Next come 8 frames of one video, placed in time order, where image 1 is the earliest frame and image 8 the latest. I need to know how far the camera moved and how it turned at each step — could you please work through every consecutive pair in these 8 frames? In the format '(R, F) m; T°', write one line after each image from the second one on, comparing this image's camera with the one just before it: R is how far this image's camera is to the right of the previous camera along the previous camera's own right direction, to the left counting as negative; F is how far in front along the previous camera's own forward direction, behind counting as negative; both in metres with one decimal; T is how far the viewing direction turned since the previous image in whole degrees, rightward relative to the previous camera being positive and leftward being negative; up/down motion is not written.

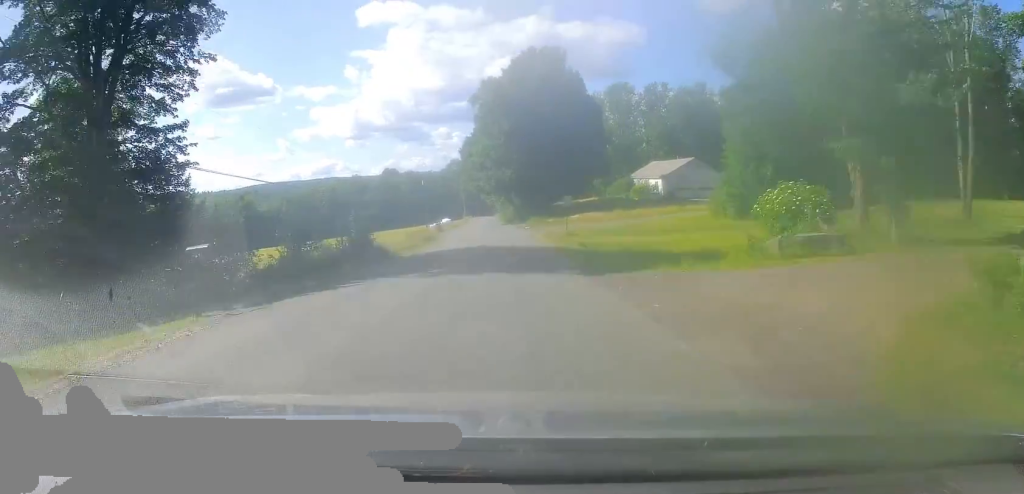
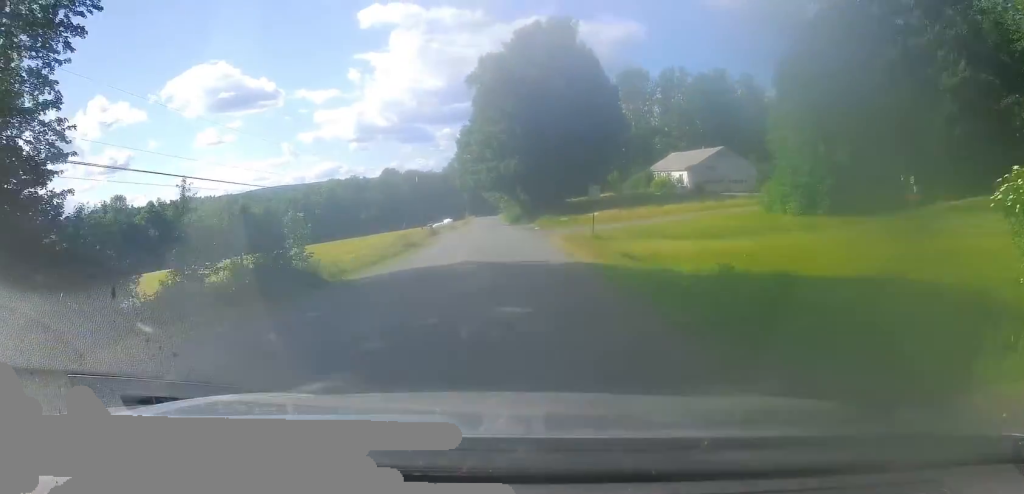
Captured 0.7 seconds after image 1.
(+0.2, +12.0) m; -1°
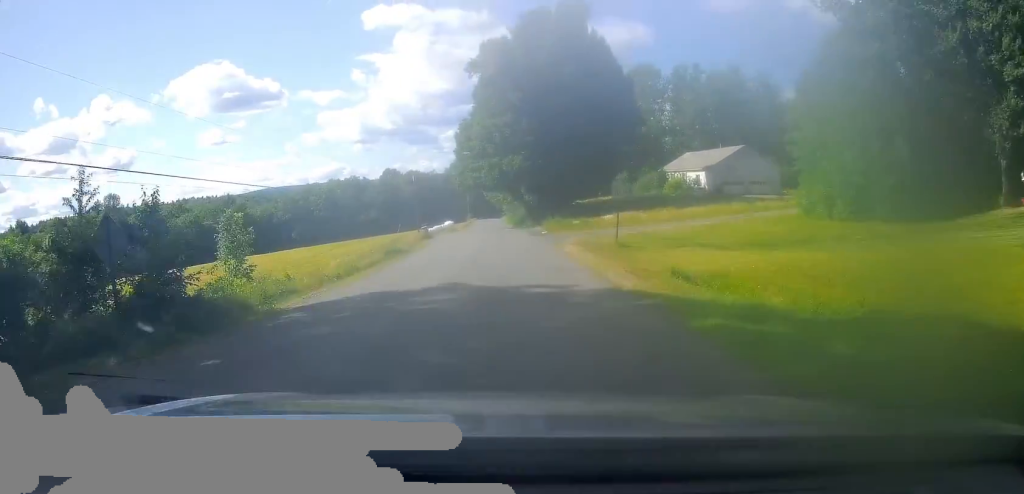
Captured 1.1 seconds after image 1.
(-0.1, +7.0) m; 0°
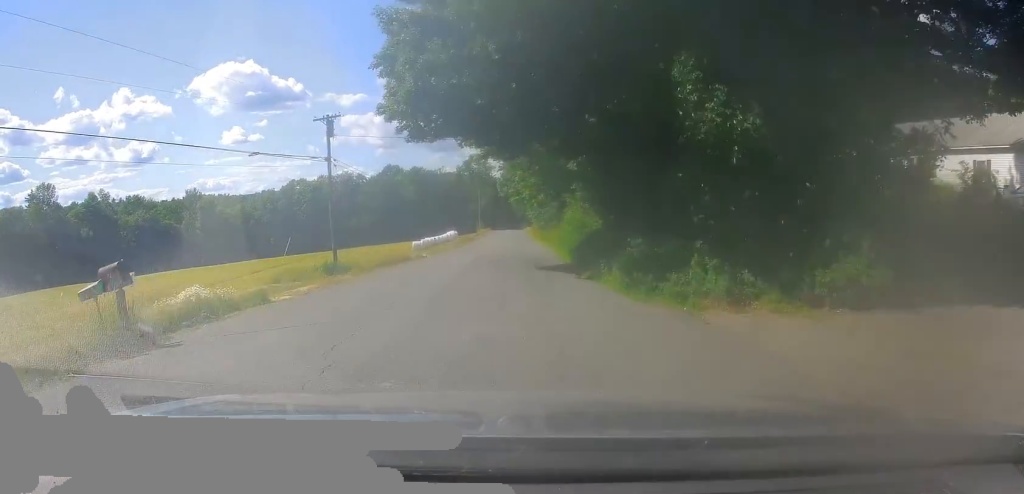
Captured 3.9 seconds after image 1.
(-0.9, +49.1) m; -2°
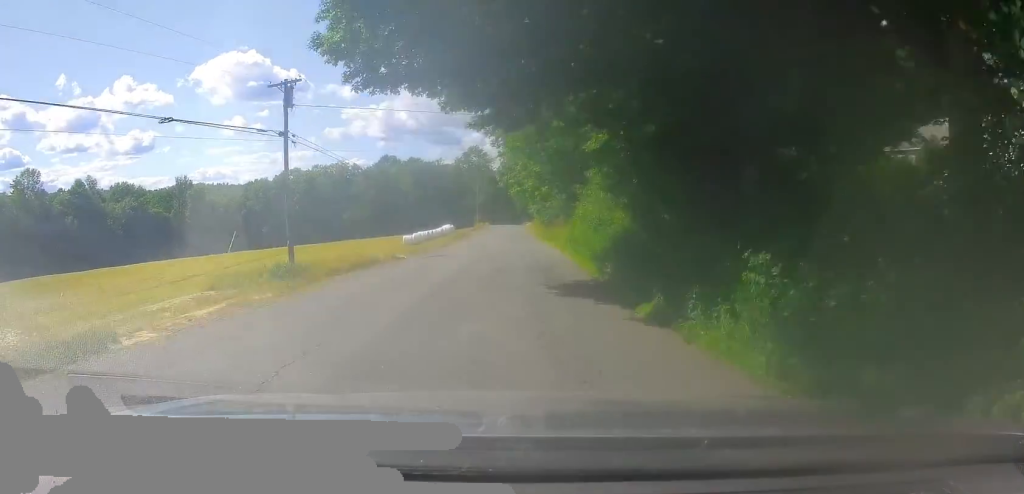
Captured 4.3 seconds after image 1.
(+0.2, +7.7) m; +1°
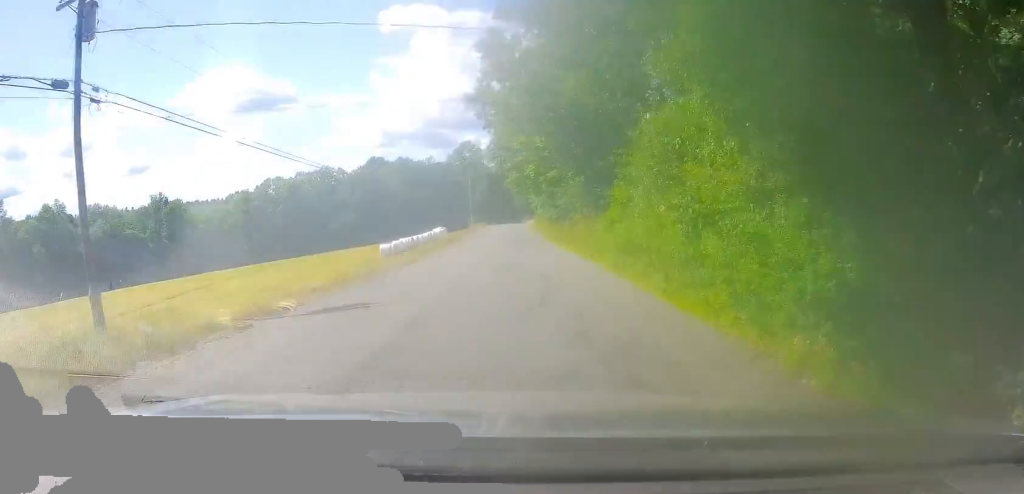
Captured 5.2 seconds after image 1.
(+0.2, +15.4) m; 0°
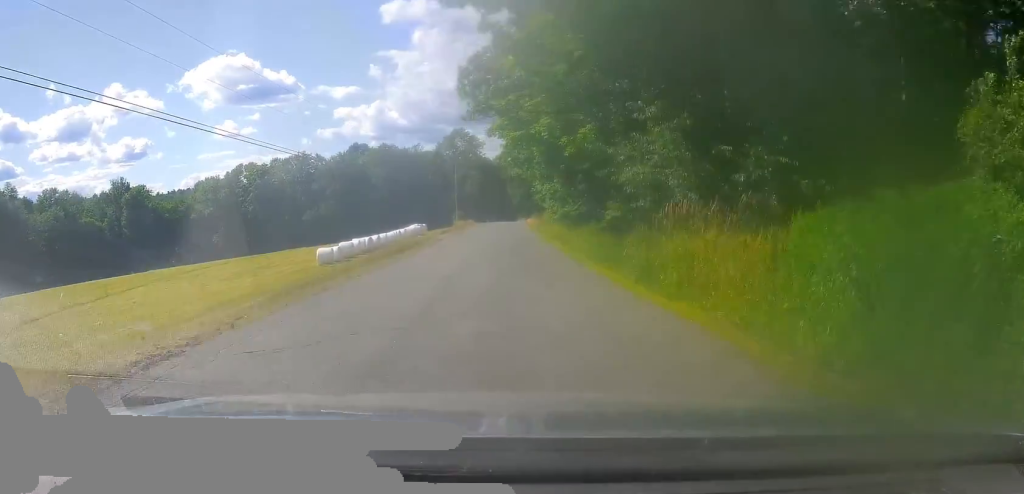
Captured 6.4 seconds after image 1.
(-0.1, +21.5) m; -1°
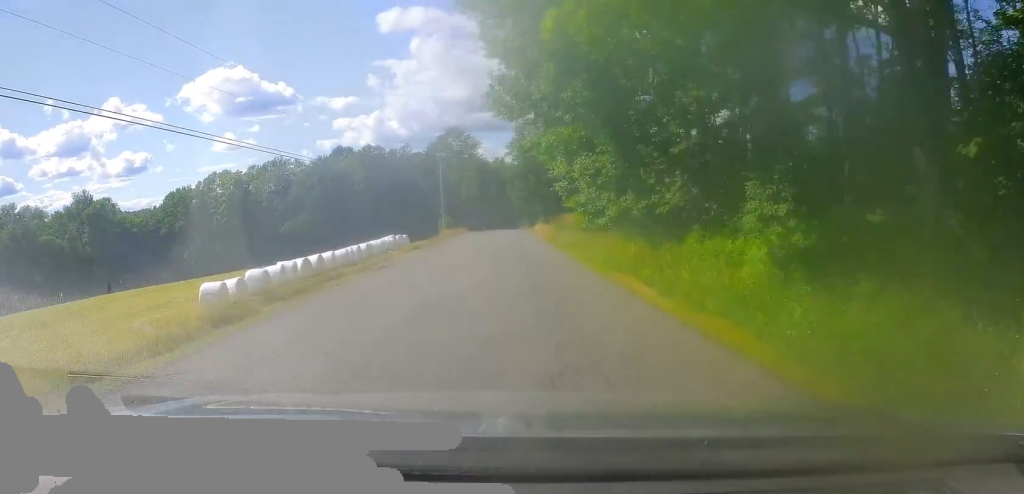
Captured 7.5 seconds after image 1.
(-0.1, +19.9) m; 0°
